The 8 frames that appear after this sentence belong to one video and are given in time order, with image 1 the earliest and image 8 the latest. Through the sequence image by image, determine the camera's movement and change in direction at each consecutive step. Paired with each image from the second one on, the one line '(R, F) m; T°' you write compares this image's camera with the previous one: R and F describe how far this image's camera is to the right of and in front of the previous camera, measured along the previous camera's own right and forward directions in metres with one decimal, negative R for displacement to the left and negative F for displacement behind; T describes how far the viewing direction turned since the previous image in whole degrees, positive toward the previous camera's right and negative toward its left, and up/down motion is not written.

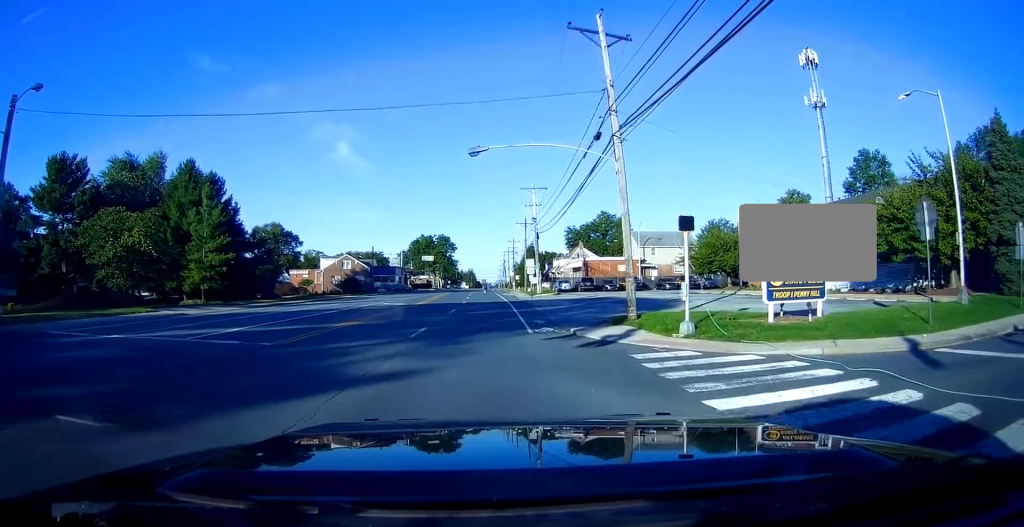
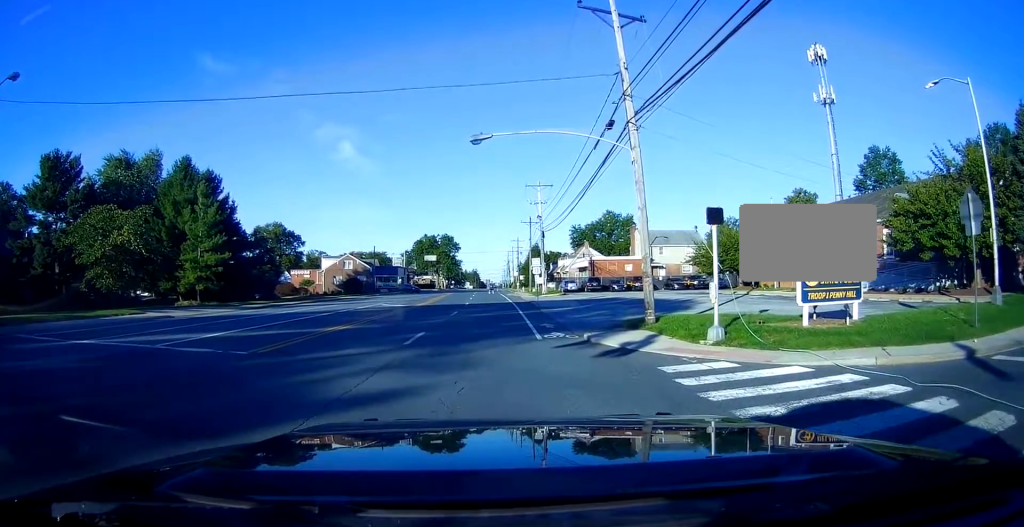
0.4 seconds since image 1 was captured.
(0.0, +2.0) m; 0°
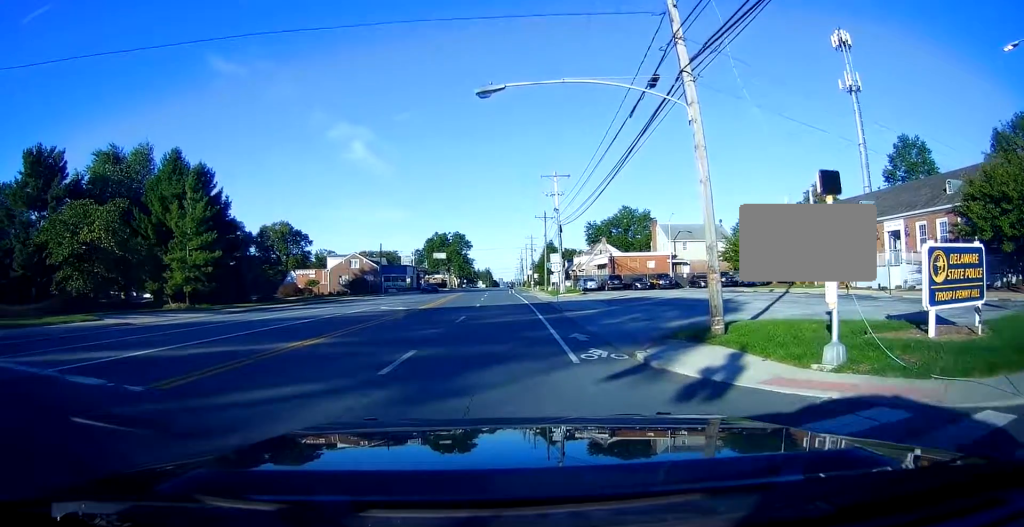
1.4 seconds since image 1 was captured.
(0.0, +4.7) m; -5°
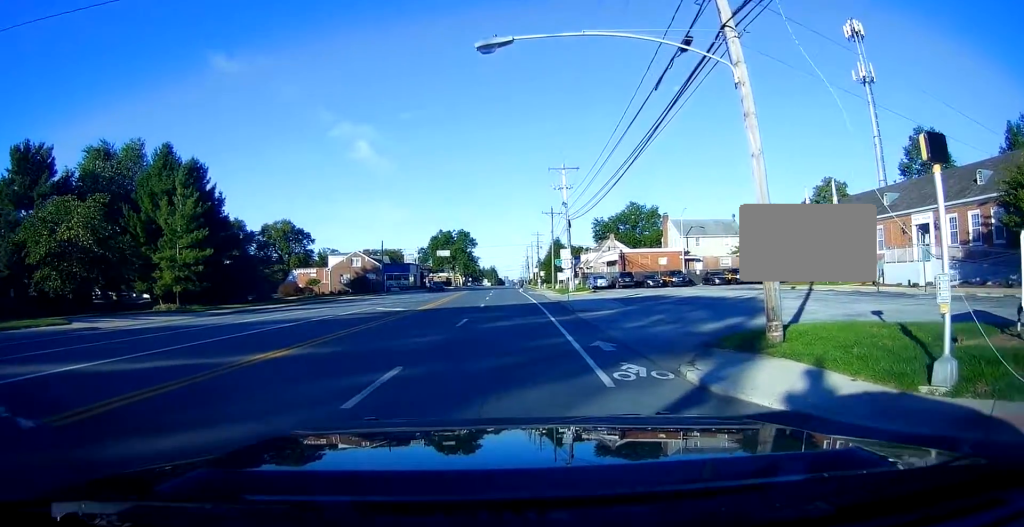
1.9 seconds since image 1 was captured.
(0.0, +2.6) m; -4°
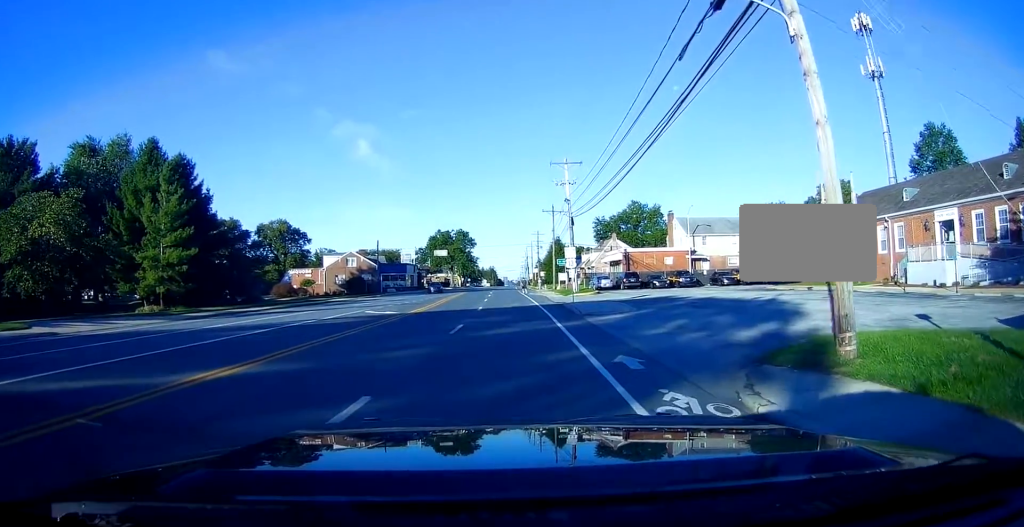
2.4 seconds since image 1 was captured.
(-0.4, +2.5) m; 0°
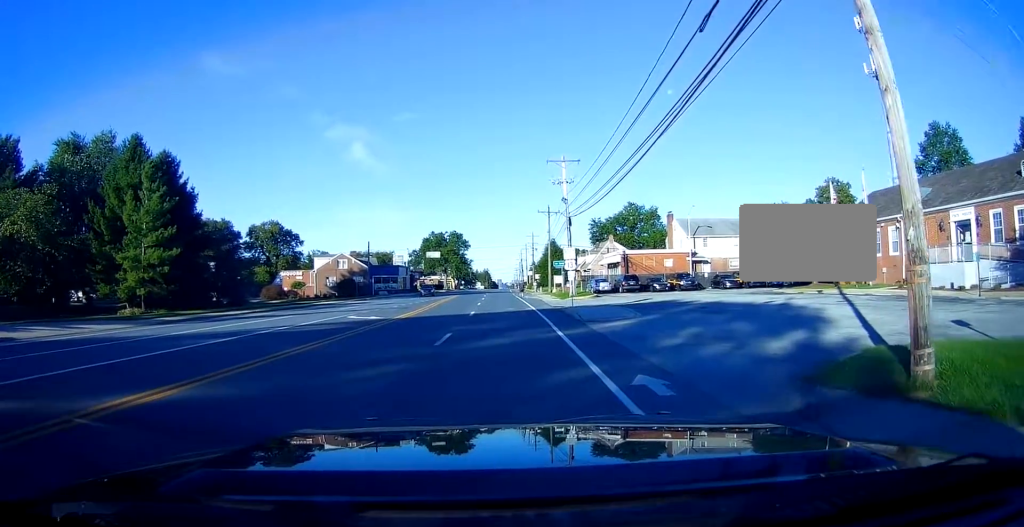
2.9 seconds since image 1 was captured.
(-0.2, +2.1) m; 0°
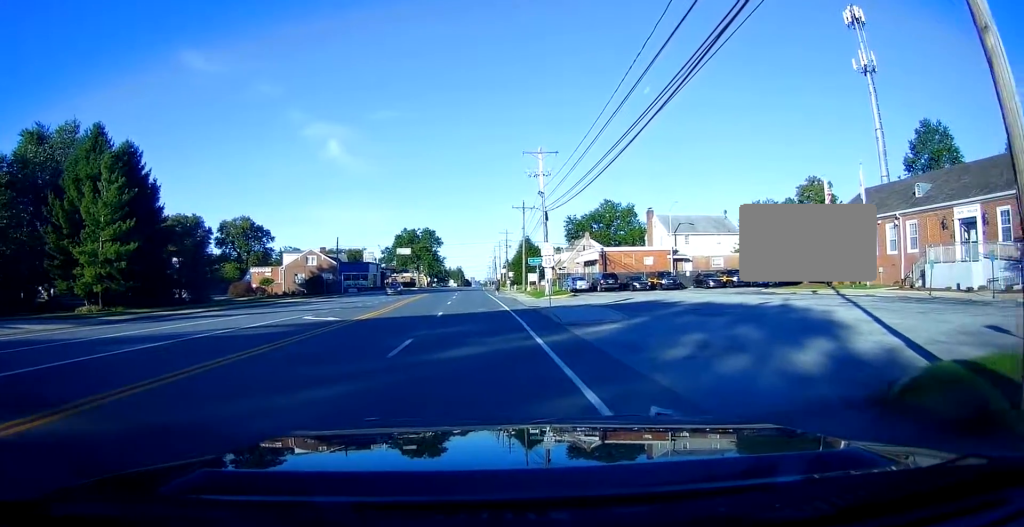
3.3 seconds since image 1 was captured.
(+0.3, +2.4) m; +4°
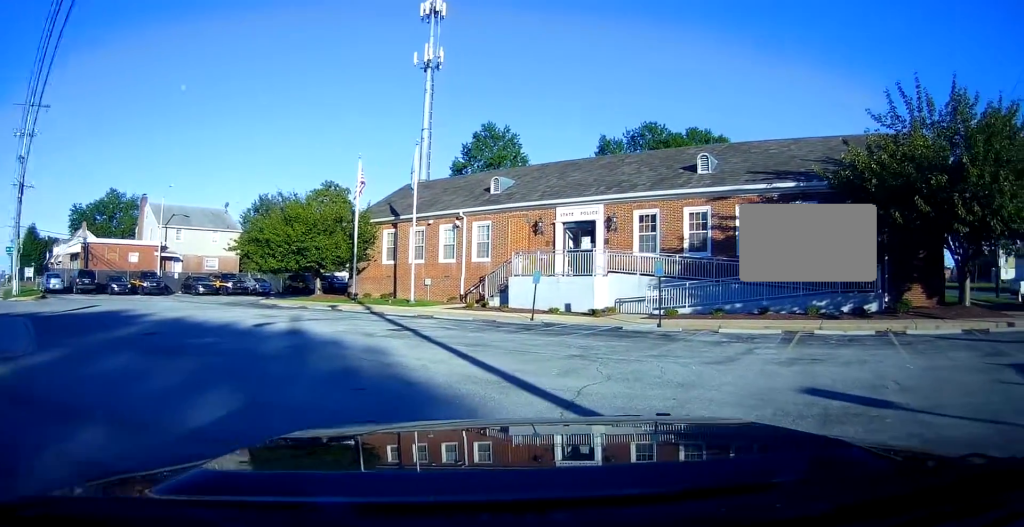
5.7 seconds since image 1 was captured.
(+2.3, +10.4) m; +40°
